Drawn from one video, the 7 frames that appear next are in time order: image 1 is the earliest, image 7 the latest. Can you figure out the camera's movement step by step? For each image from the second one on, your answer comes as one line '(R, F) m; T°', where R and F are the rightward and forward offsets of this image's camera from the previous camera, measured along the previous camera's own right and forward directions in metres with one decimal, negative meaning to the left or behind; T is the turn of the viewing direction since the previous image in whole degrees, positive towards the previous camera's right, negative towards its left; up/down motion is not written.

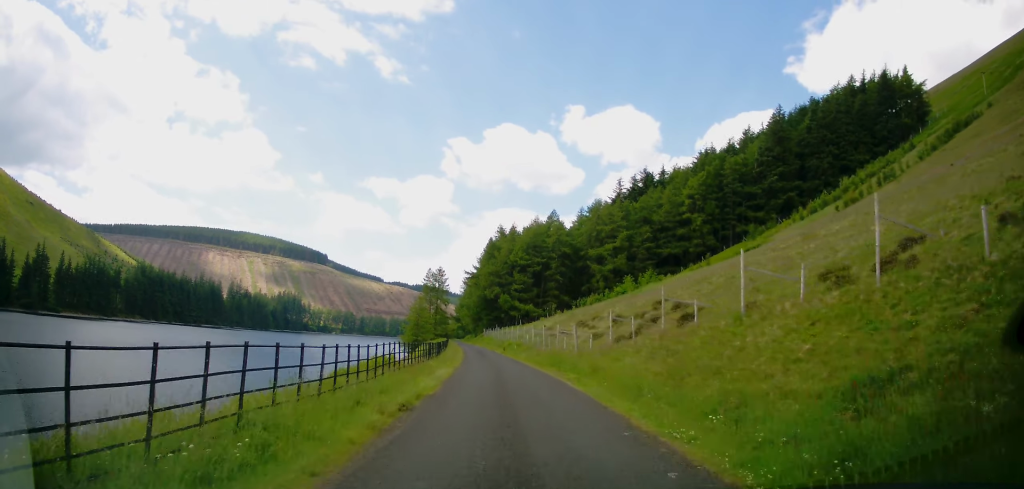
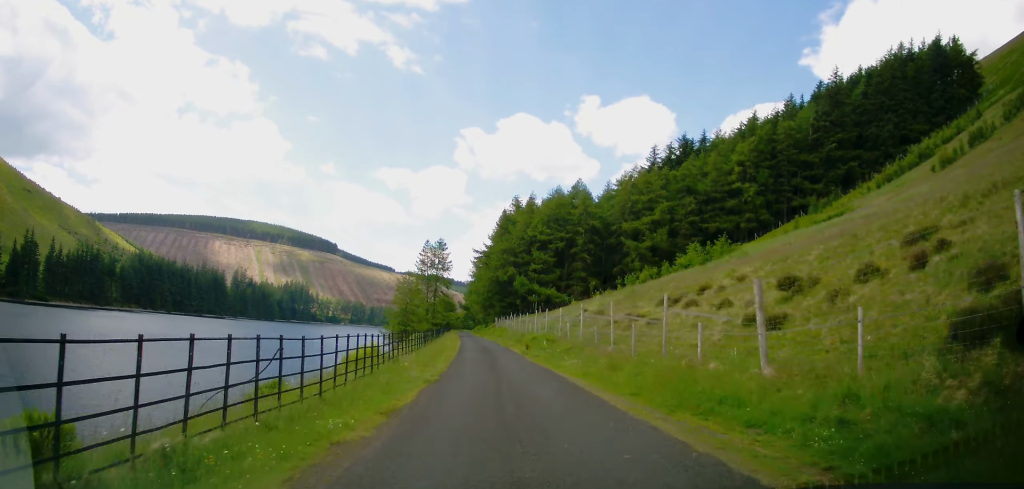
(-0.2, +21.8) m; -1°
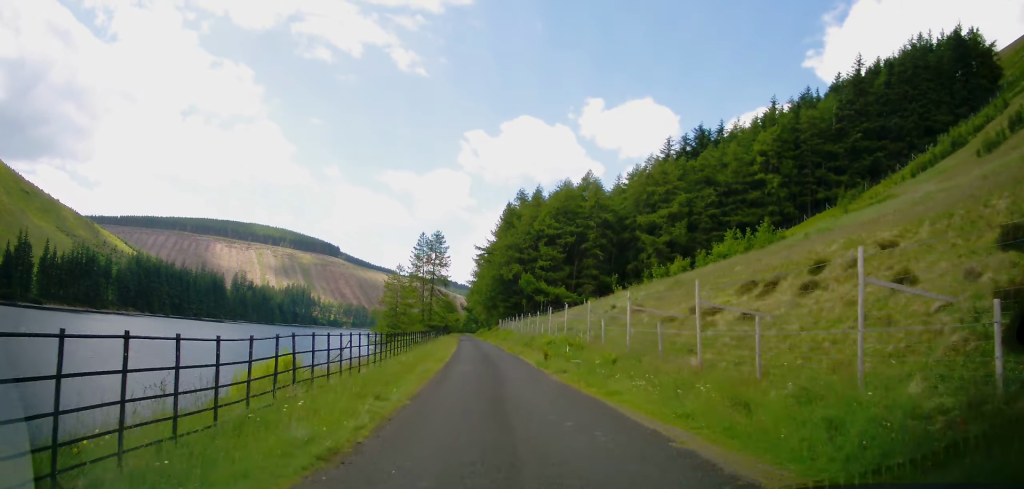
(+0.1, +9.0) m; -1°
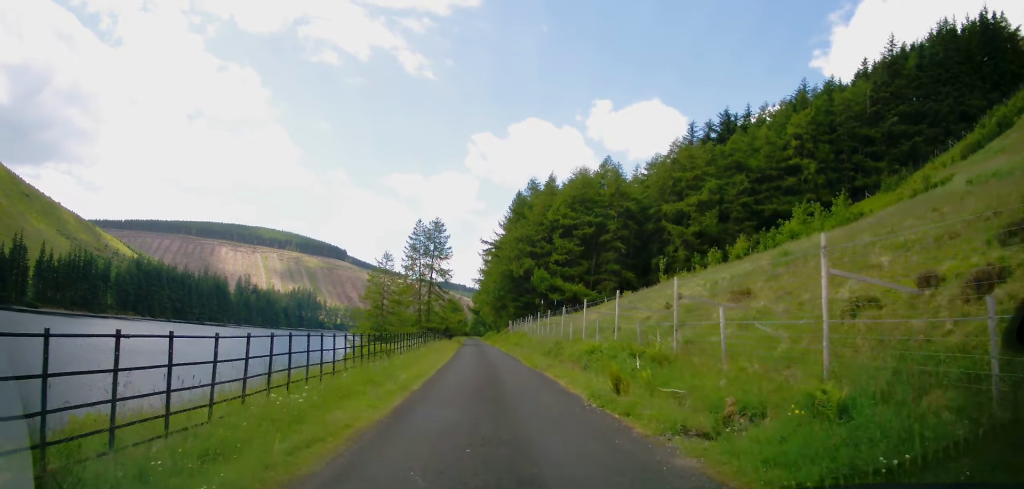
(-0.2, +11.0) m; -1°
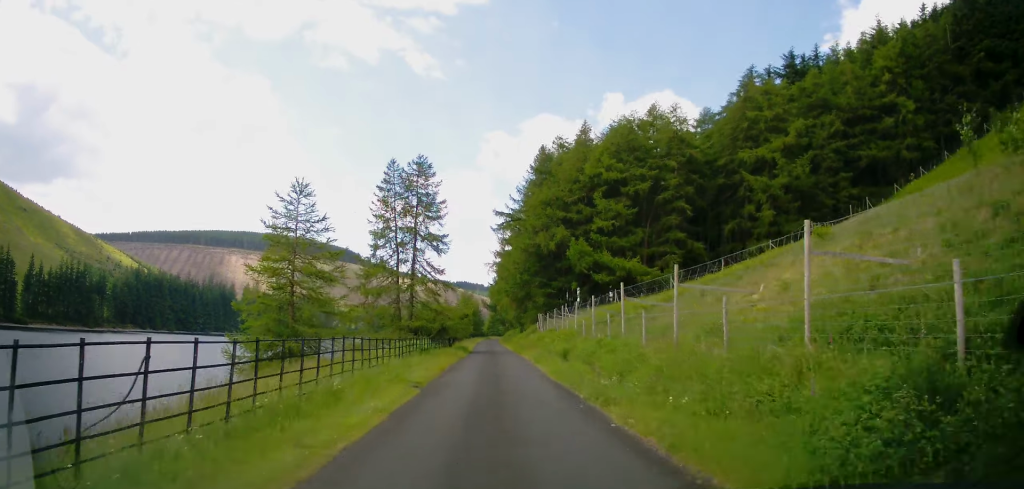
(-0.4, +24.4) m; -1°
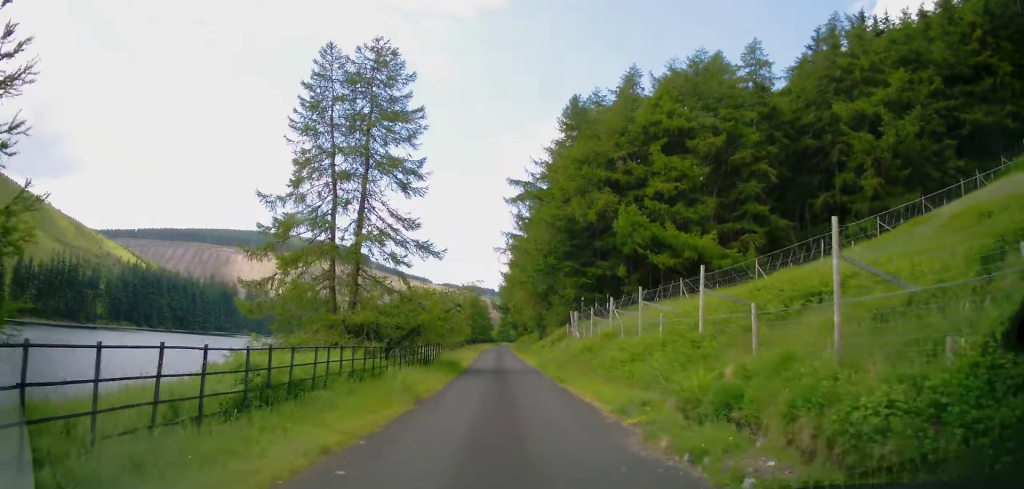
(0.0, +18.3) m; 0°
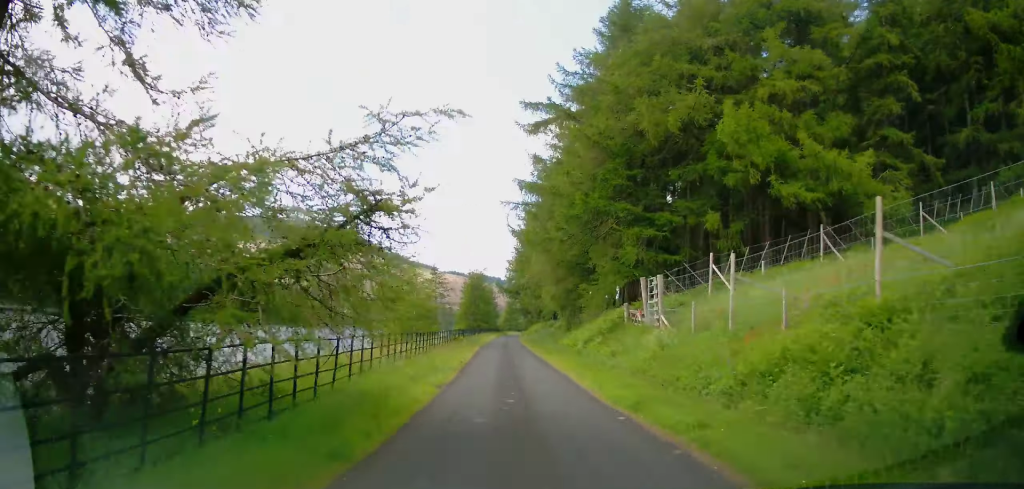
(+0.1, +18.0) m; -1°
